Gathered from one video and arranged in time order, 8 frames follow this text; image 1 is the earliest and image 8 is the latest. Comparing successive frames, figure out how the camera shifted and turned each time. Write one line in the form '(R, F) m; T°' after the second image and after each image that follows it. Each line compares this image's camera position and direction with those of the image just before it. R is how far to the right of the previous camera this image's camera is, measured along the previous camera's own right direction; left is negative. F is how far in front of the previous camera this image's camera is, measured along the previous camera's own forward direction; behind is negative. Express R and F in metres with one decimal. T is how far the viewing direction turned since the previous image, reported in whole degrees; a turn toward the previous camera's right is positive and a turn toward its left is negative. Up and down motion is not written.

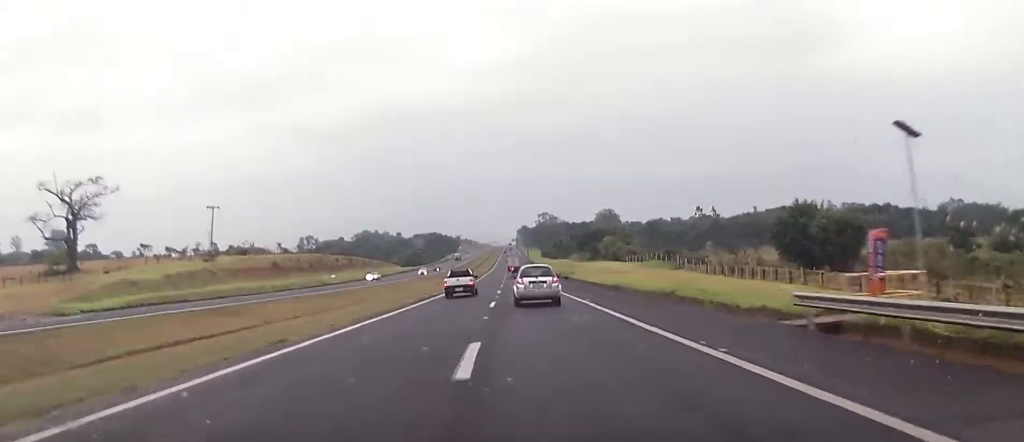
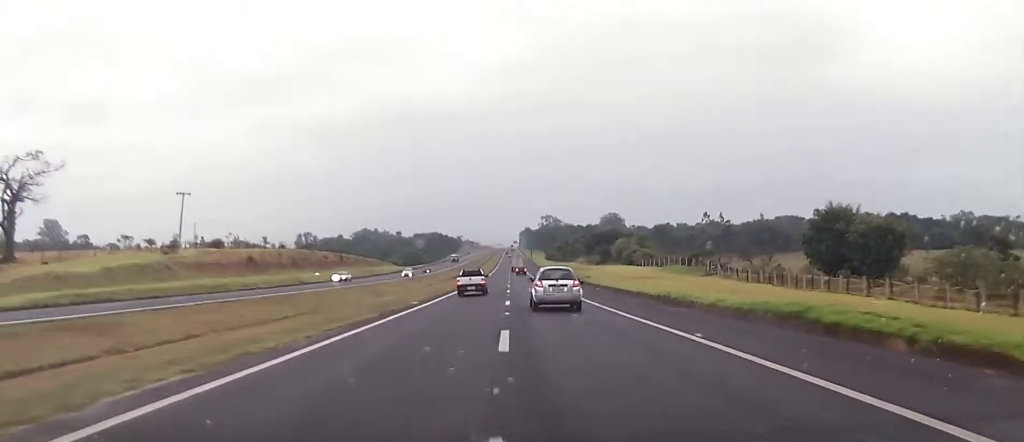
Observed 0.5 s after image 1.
(-0.2, +14.3) m; -1°
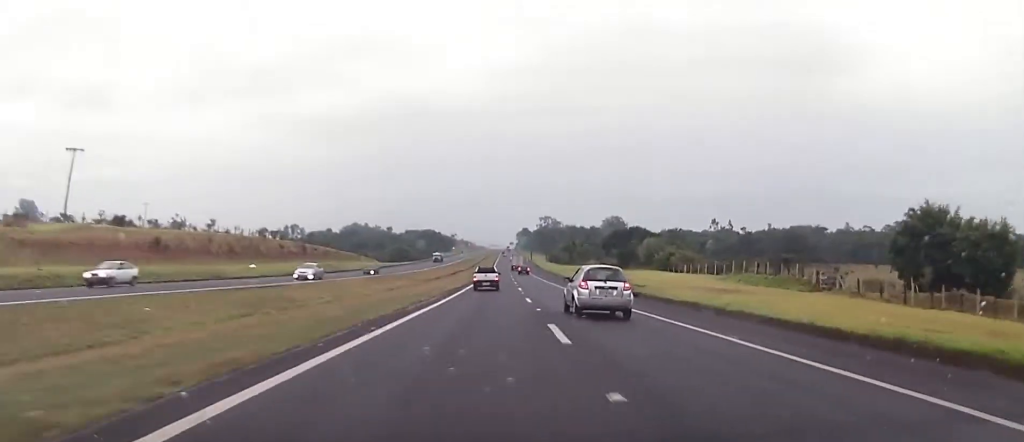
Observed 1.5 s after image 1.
(-0.4, +33.8) m; -1°
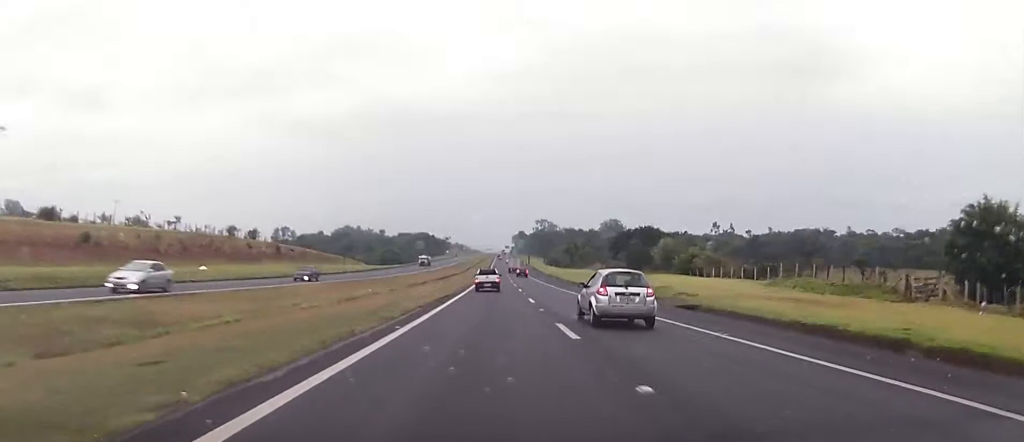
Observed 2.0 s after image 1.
(-0.1, +16.5) m; 0°
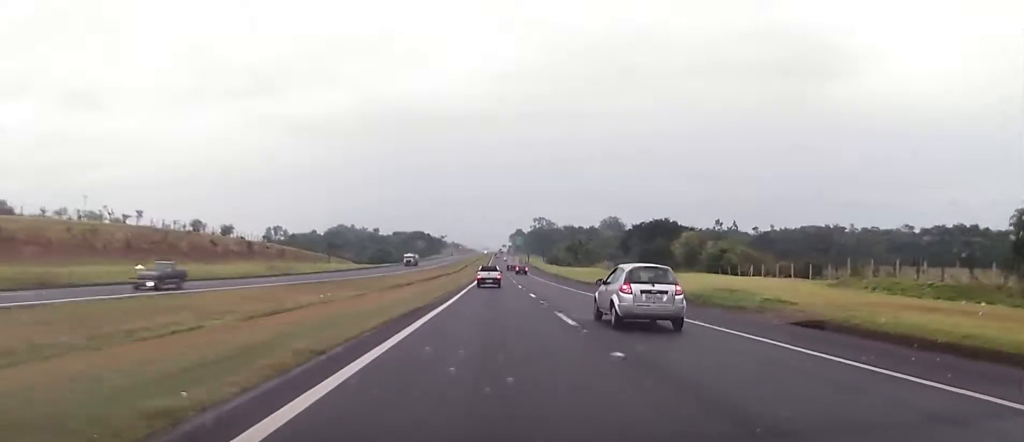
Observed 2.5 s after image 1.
(+0.1, +16.9) m; +1°
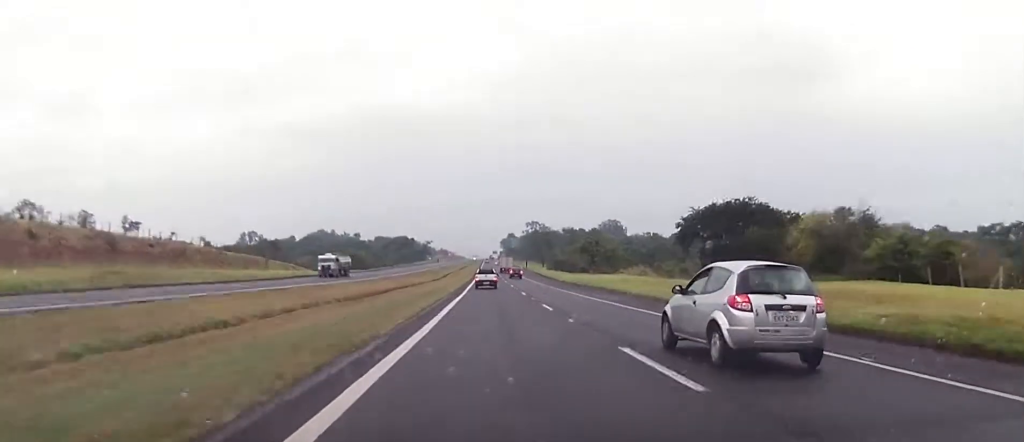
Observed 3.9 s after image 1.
(+0.8, +47.5) m; +1°
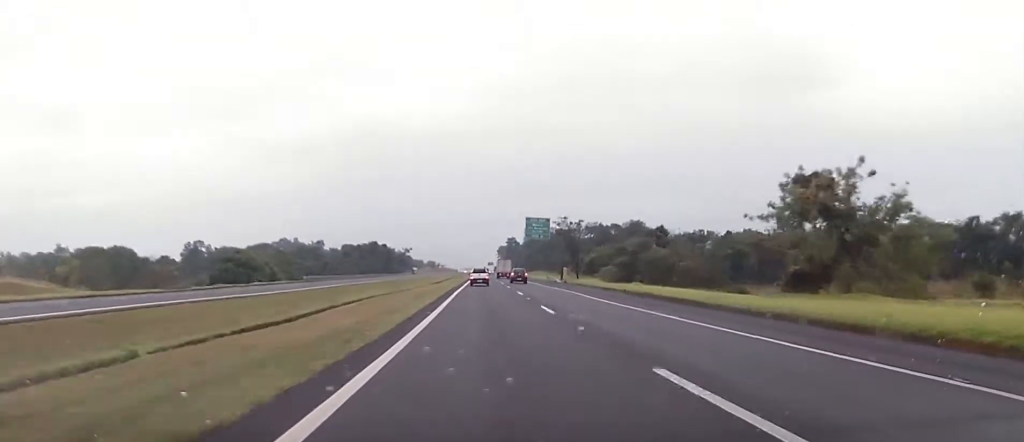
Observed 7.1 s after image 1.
(+0.5, +103.7) m; +1°
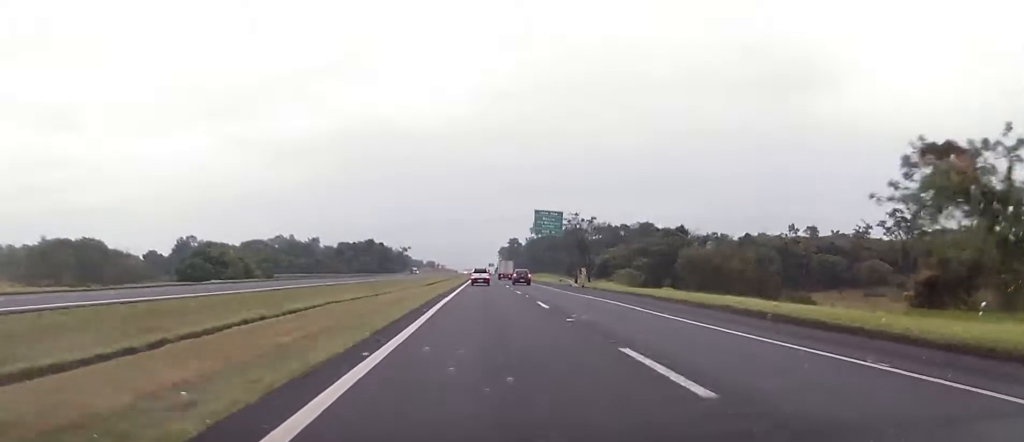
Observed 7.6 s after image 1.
(+0.2, +14.4) m; 0°
